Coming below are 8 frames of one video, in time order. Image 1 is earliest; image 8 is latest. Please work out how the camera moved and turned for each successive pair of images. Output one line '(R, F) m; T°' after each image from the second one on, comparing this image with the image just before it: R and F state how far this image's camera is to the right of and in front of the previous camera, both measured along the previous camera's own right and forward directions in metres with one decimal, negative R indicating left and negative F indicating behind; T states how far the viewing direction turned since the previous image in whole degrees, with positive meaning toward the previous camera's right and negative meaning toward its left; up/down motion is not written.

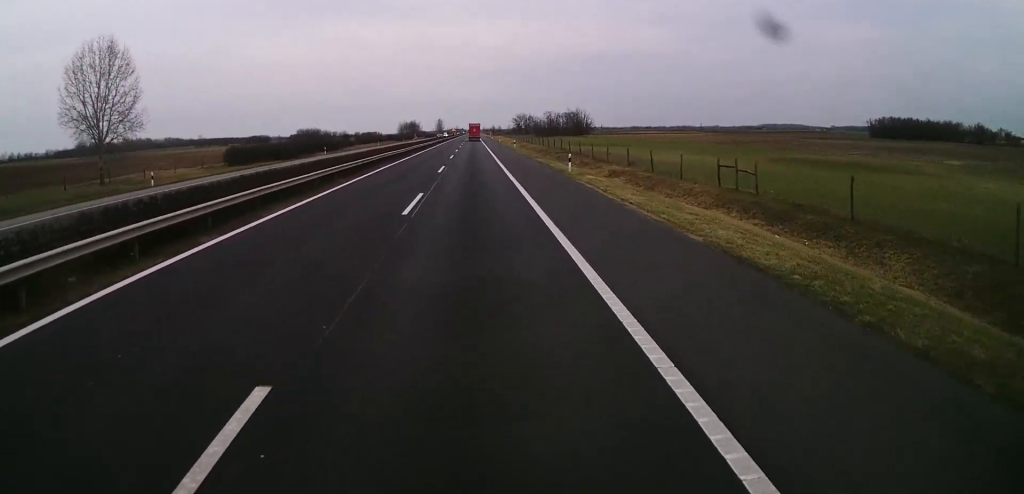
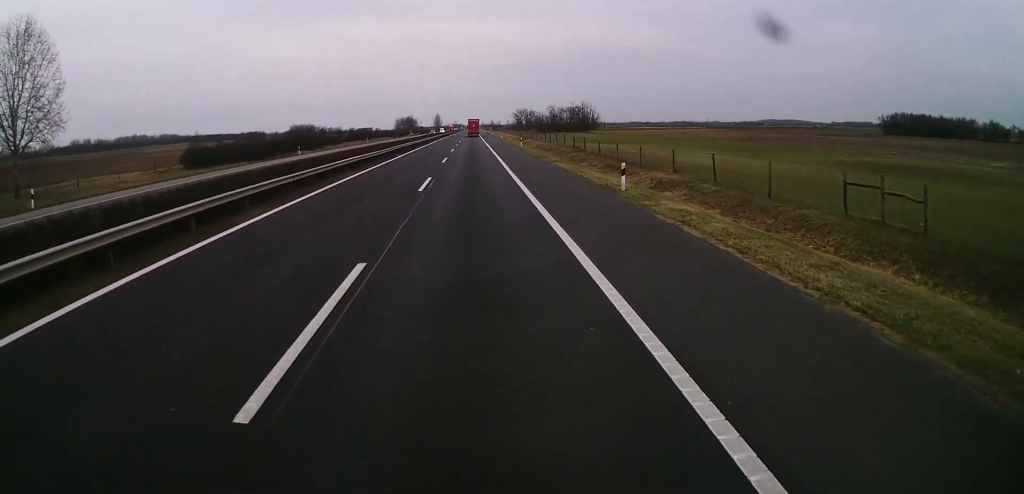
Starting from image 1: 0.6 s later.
(-0.1, +13.1) m; 0°
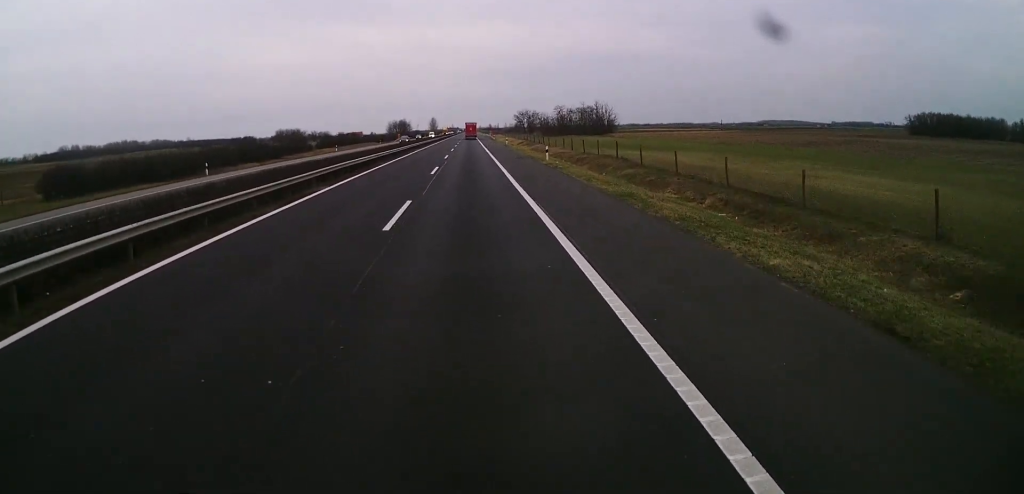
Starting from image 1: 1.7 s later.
(-0.1, +27.0) m; 0°
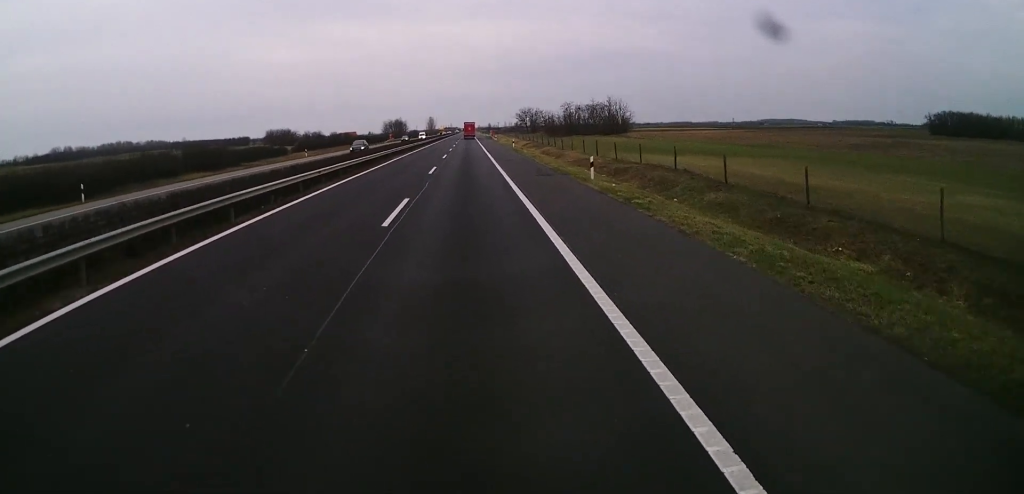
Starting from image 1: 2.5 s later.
(+0.2, +17.8) m; 0°
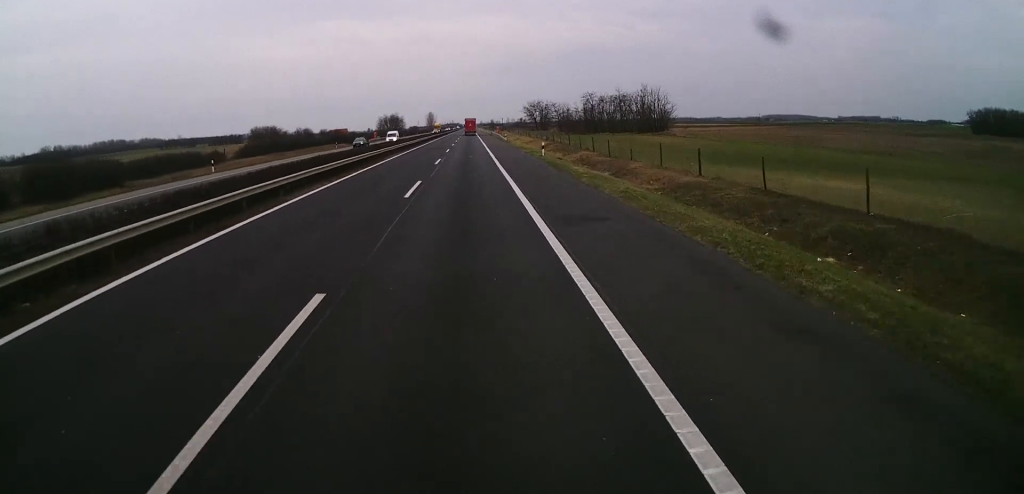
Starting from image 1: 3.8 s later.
(-0.2, +31.0) m; 0°
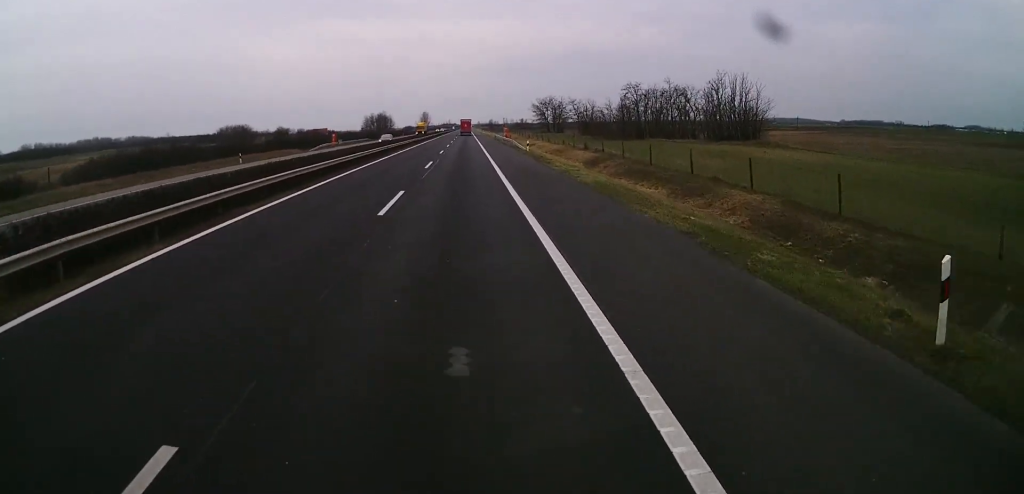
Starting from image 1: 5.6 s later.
(+0.2, +41.6) m; 0°
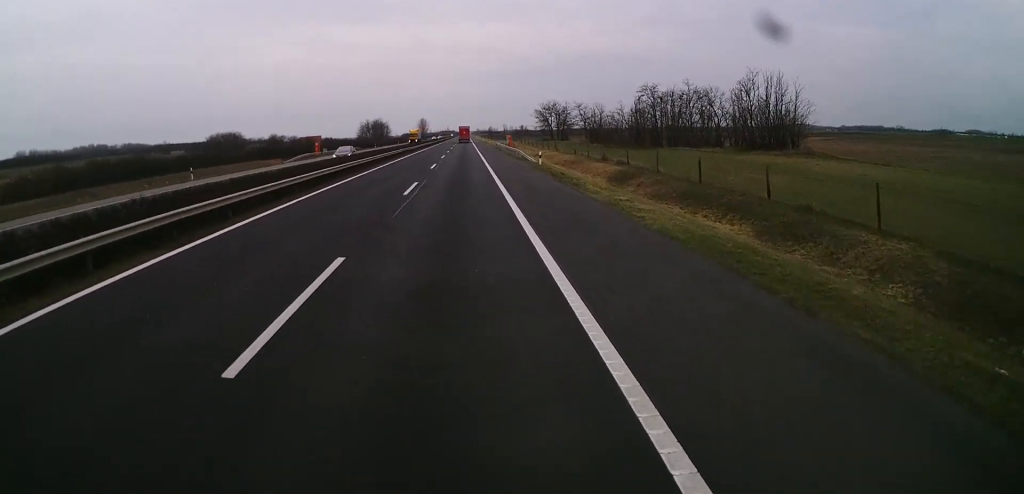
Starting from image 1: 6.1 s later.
(0.0, +10.8) m; 0°
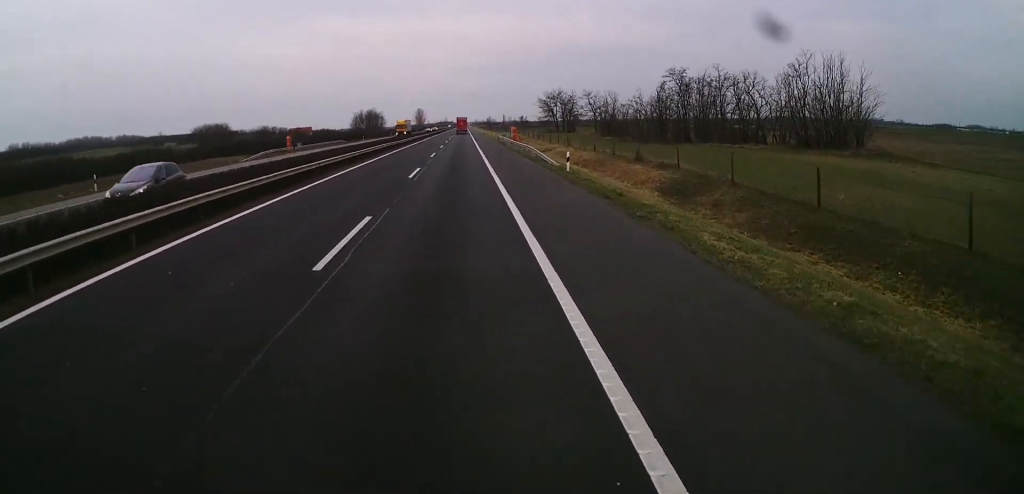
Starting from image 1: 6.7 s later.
(+0.2, +13.9) m; 0°
